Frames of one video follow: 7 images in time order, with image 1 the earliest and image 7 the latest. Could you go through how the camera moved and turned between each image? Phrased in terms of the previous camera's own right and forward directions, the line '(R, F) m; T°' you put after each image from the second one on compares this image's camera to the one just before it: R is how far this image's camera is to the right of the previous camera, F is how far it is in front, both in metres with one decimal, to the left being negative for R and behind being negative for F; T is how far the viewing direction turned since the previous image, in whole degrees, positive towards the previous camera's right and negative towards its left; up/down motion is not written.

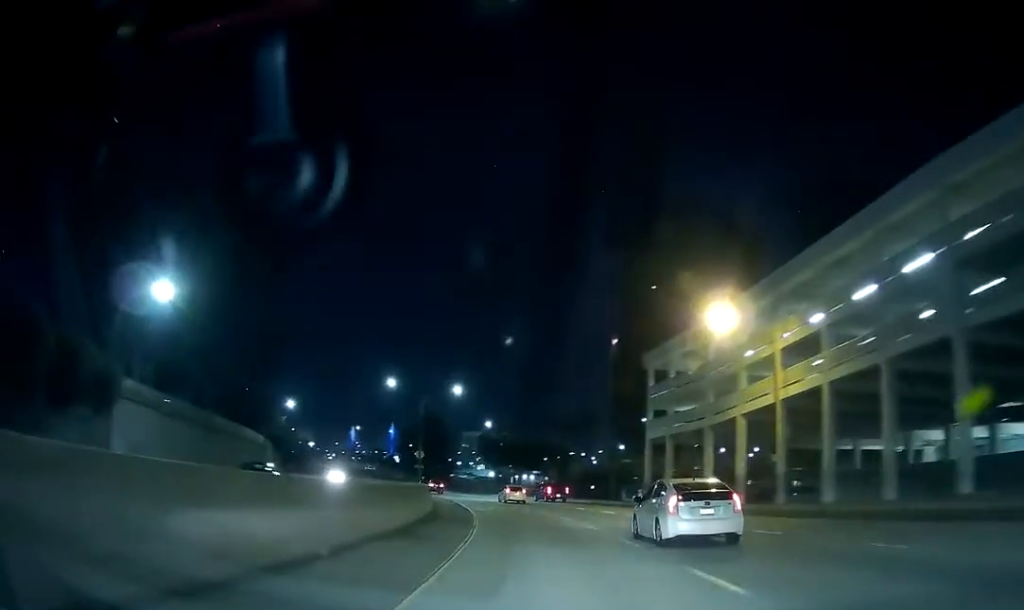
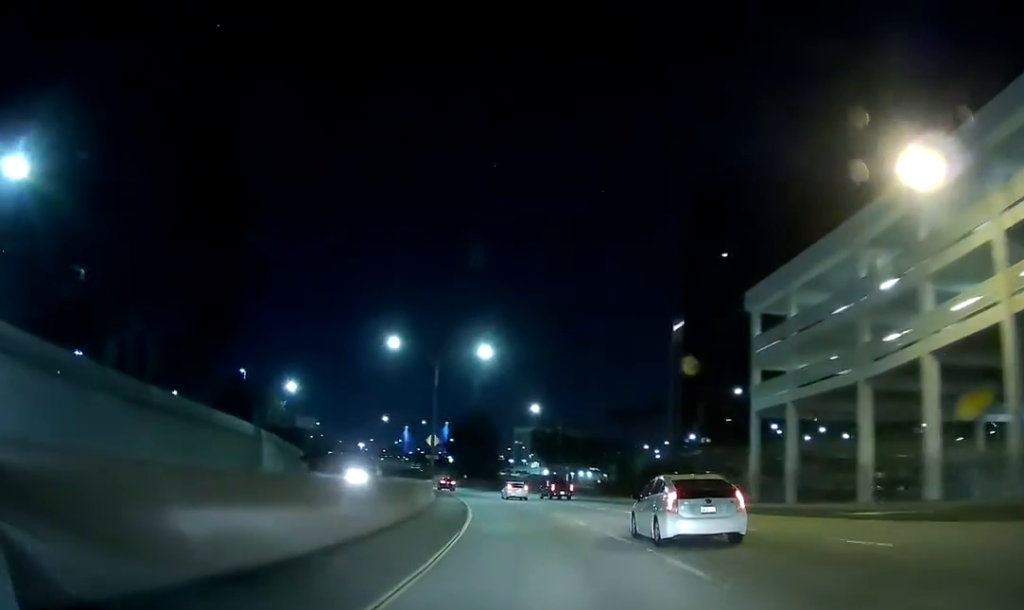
(-1.4, +20.9) m; -5°
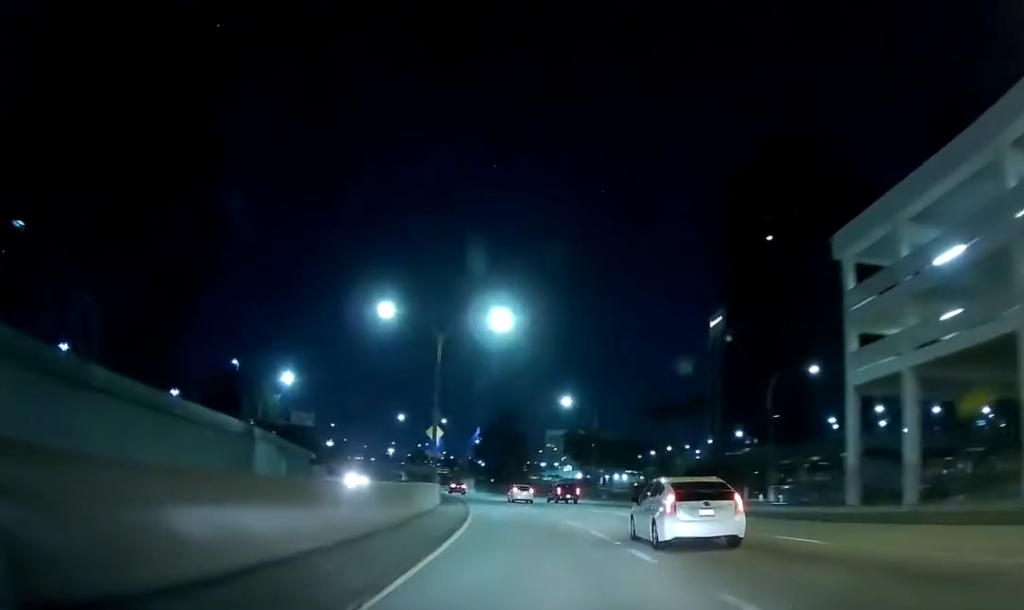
(+0.1, +11.6) m; -2°
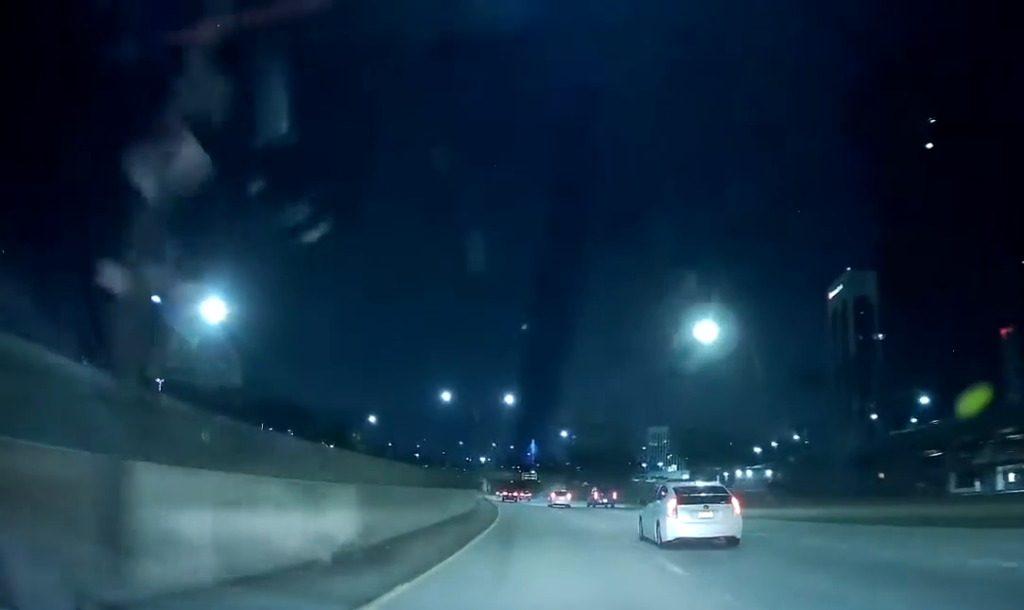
(-2.9, +37.2) m; -8°
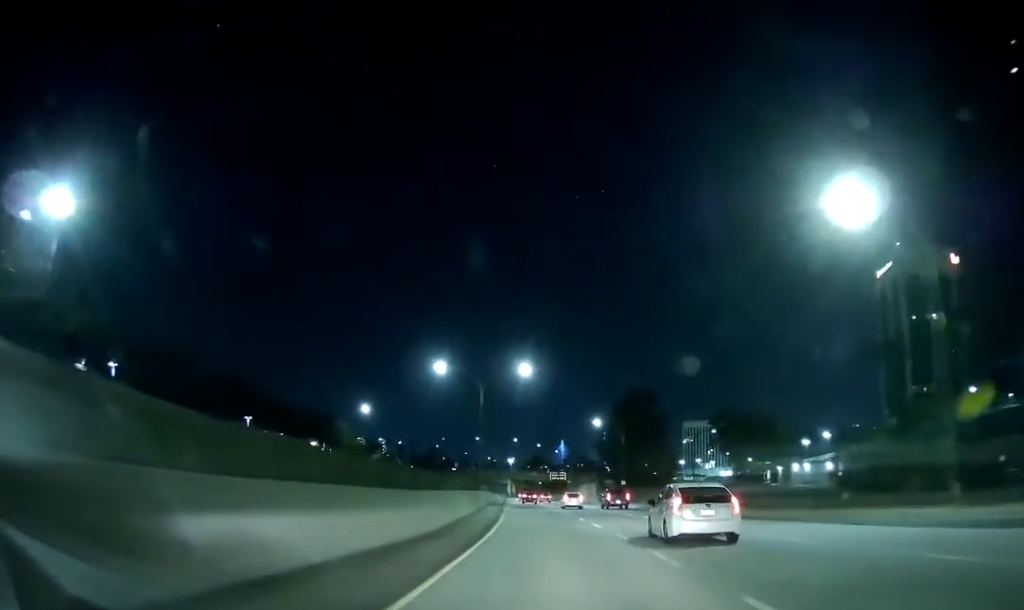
(-0.7, +20.7) m; -3°
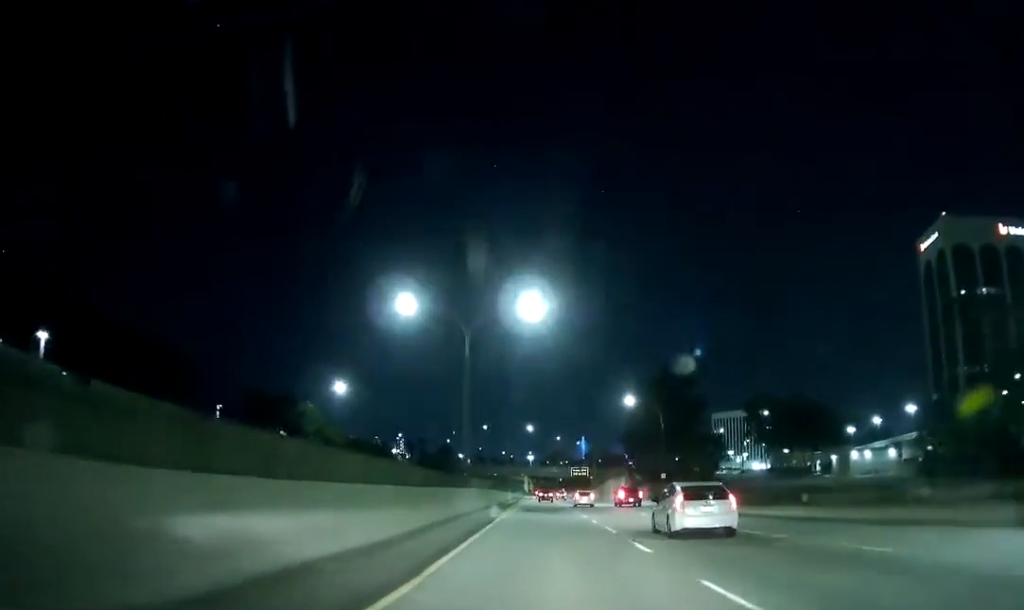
(-0.2, +20.4) m; -1°
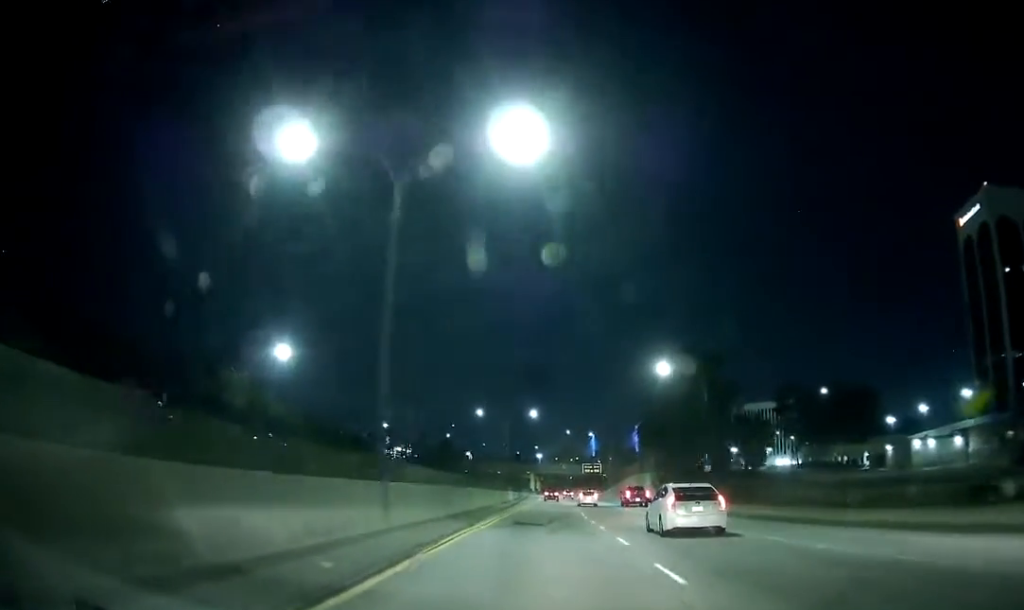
(-0.3, +19.8) m; -1°
